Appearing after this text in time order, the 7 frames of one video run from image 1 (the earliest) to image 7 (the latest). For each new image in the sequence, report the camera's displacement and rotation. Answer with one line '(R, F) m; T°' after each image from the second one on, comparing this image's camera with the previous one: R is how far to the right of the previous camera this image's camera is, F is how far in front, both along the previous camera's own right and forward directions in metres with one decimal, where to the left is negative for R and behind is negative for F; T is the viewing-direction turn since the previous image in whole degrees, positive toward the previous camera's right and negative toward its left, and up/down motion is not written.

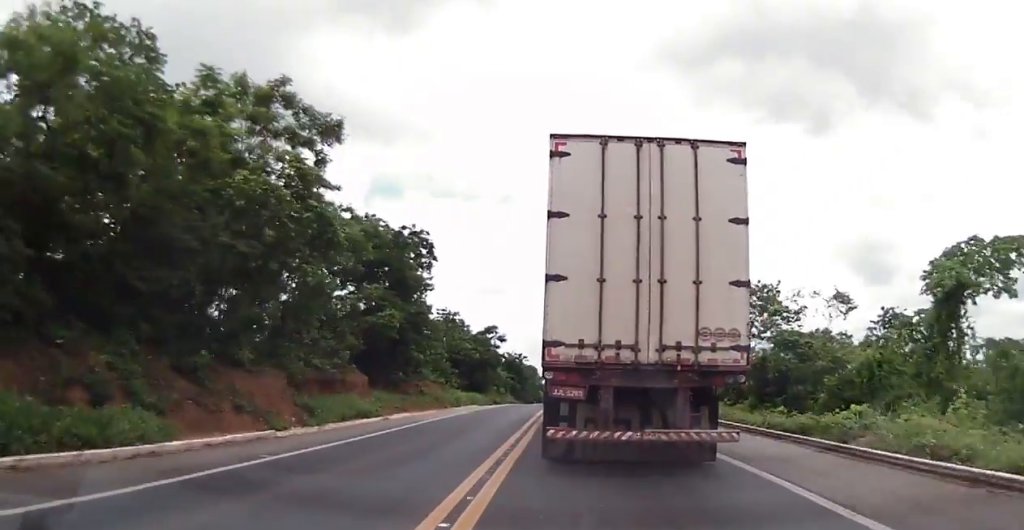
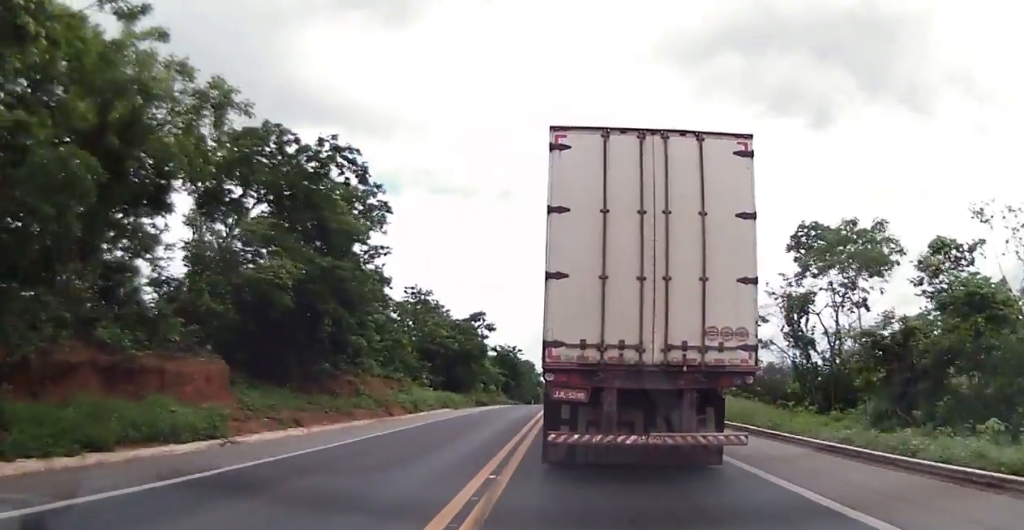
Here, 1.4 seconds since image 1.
(0.0, +13.1) m; +1°
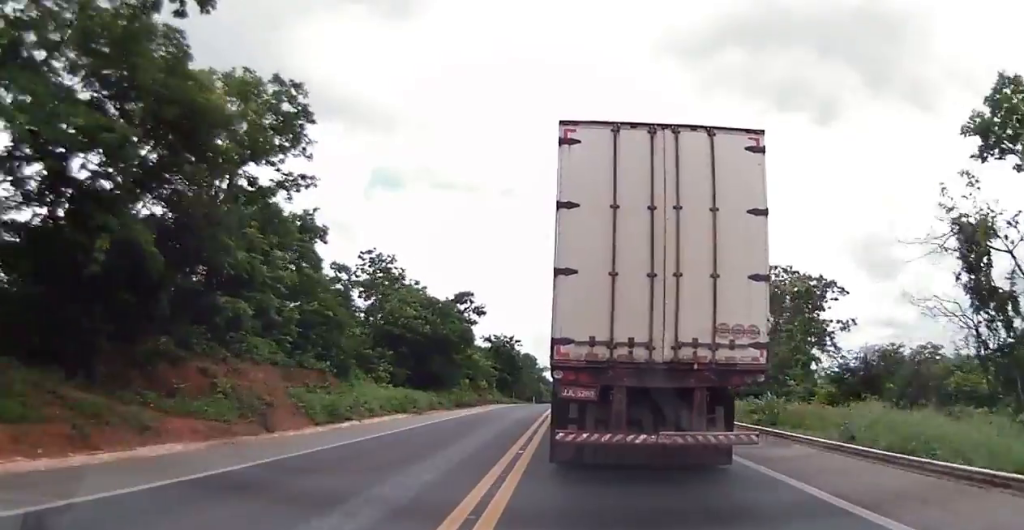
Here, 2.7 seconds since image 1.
(+0.6, +12.8) m; +1°
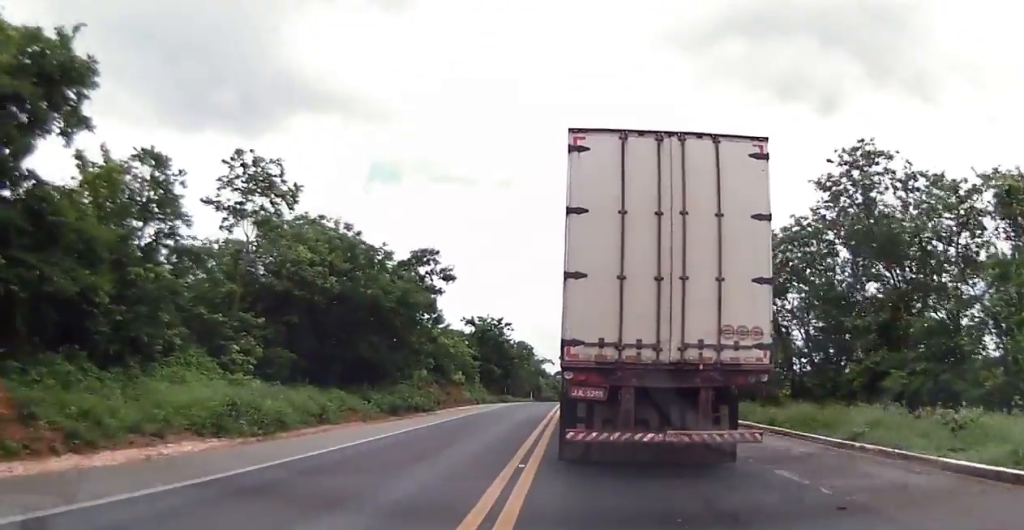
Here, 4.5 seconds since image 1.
(-0.9, +17.1) m; -1°
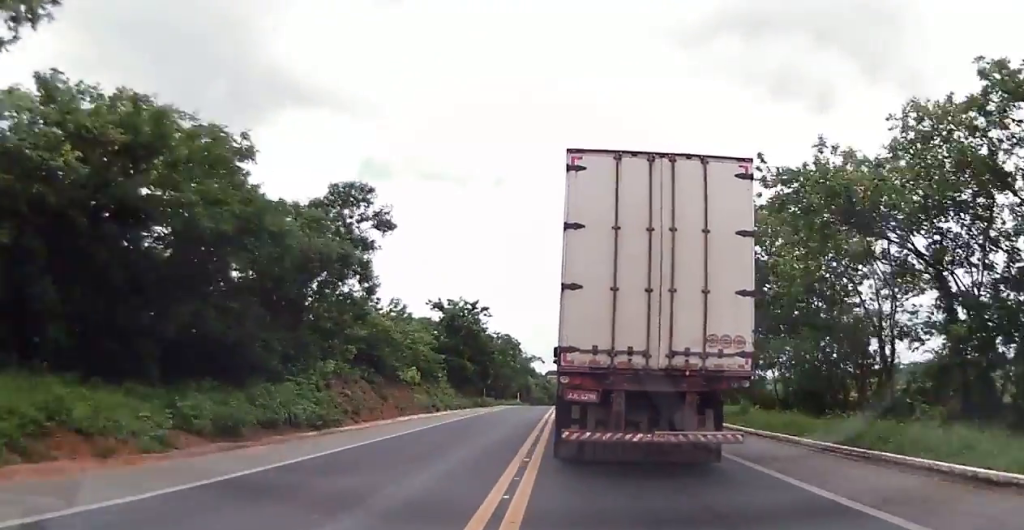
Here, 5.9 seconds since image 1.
(+0.6, +14.0) m; +1°
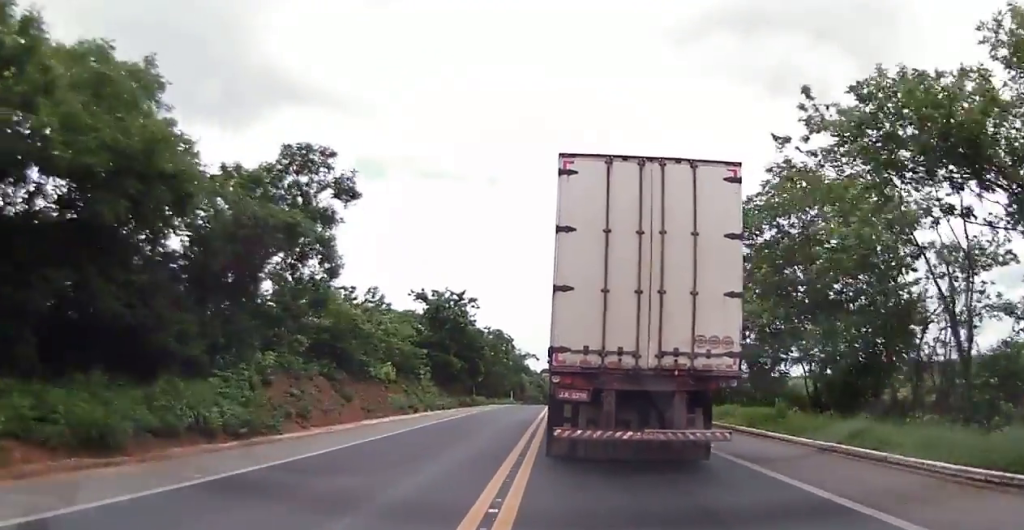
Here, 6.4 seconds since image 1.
(-0.2, +4.6) m; -2°
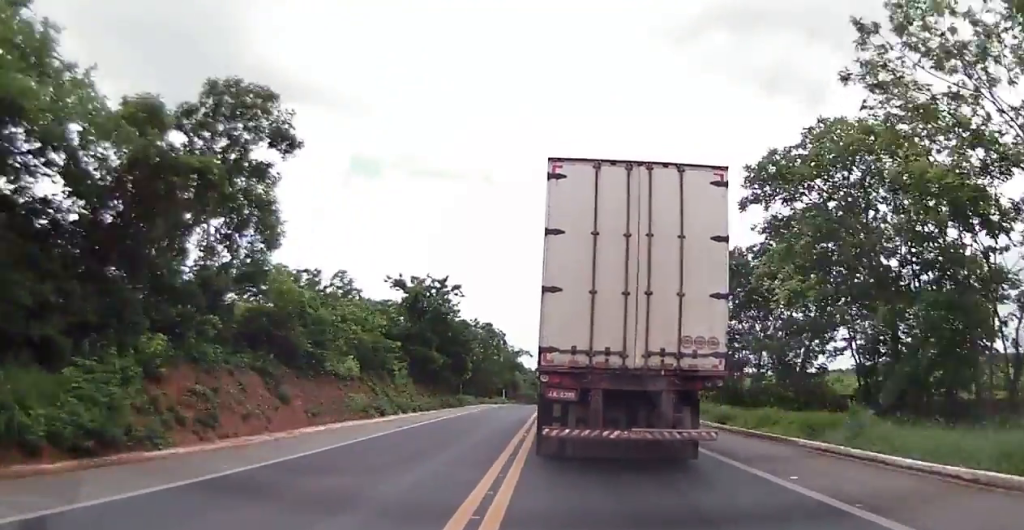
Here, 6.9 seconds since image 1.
(-0.1, +5.3) m; -1°
